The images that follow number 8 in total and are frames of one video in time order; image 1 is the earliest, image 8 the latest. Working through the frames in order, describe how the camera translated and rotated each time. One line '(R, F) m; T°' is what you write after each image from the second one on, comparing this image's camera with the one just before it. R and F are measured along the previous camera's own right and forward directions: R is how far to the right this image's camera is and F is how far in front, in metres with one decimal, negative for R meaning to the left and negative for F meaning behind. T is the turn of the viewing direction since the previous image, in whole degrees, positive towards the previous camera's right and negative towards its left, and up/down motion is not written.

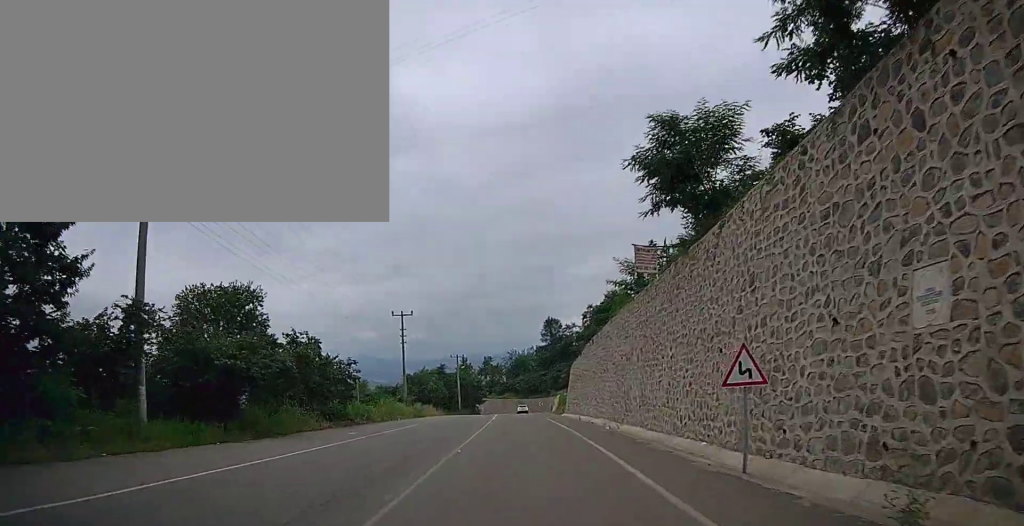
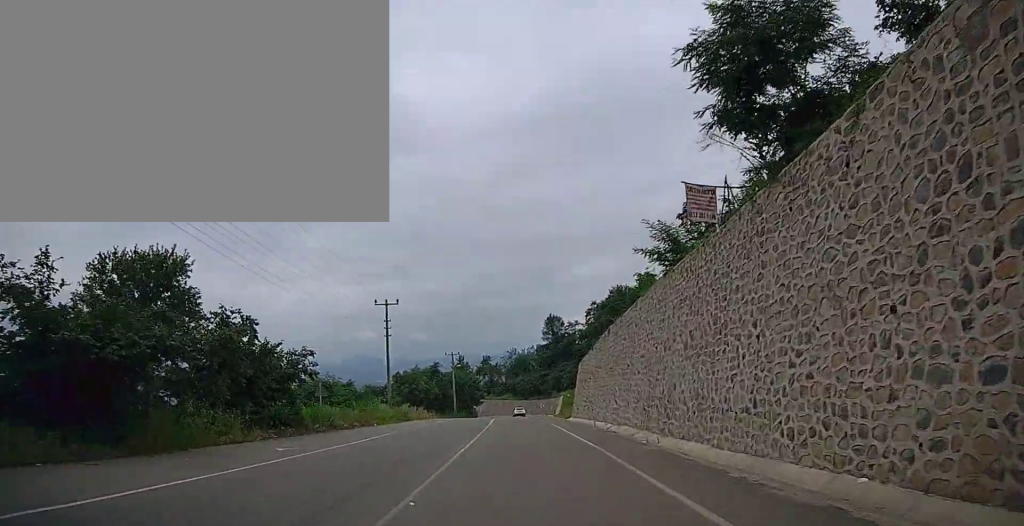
(0.0, +6.9) m; 0°
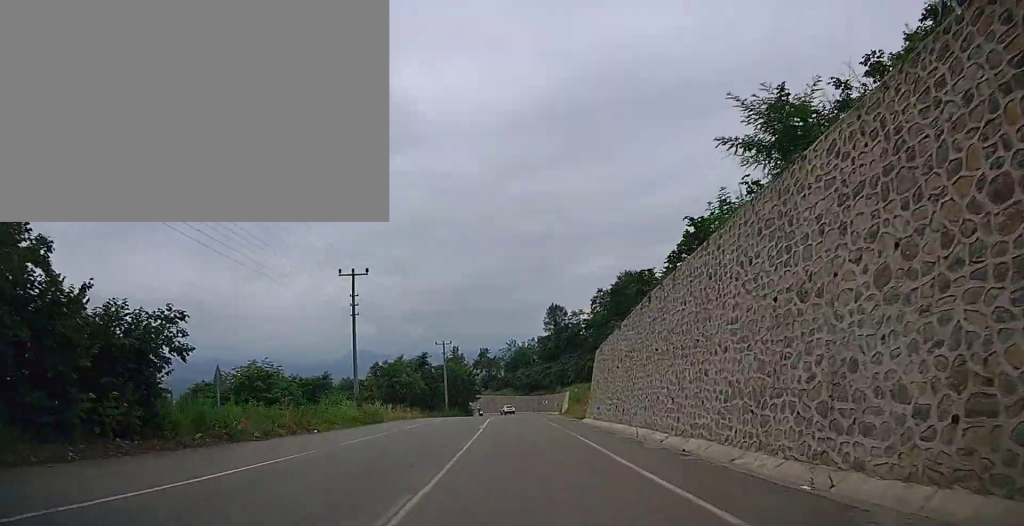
(0.0, +10.2) m; 0°
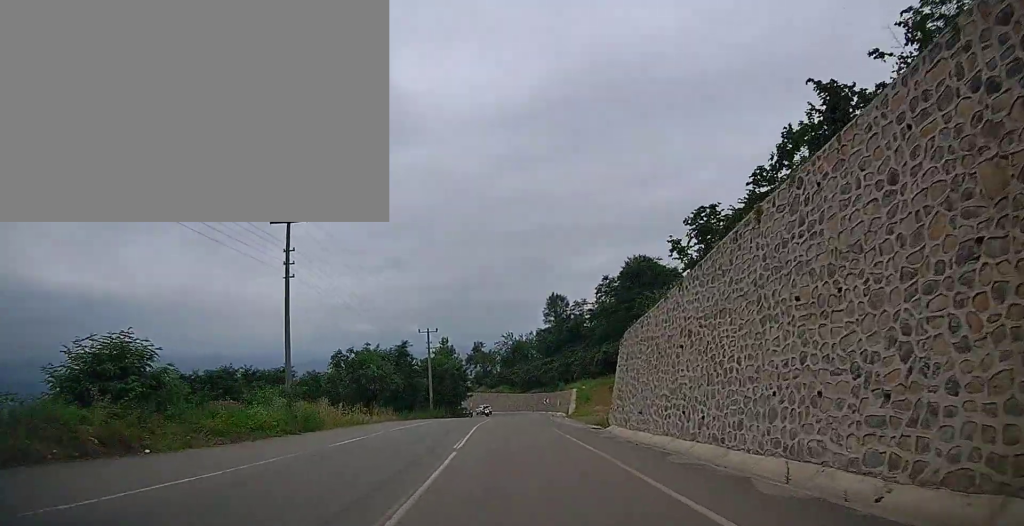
(0.0, +11.3) m; +1°
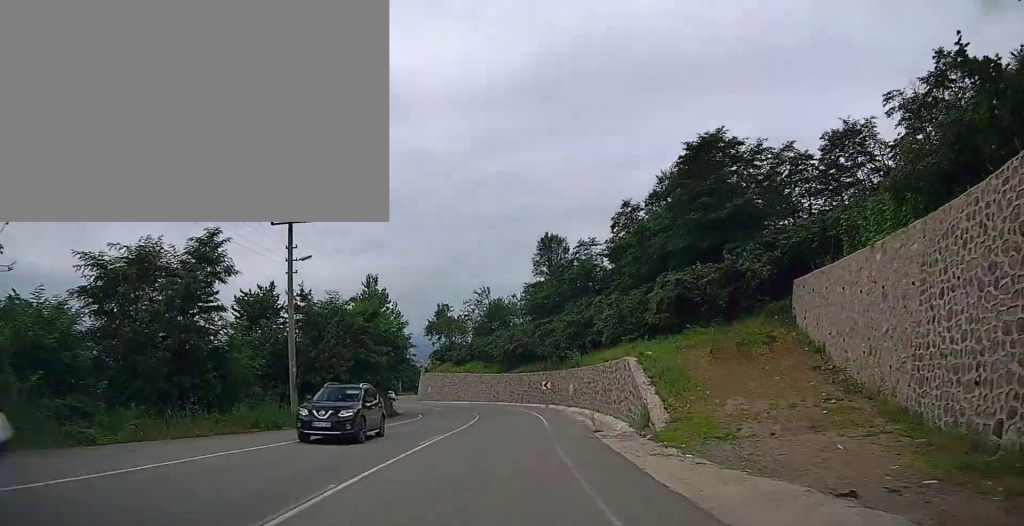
(+0.5, +36.8) m; +1°
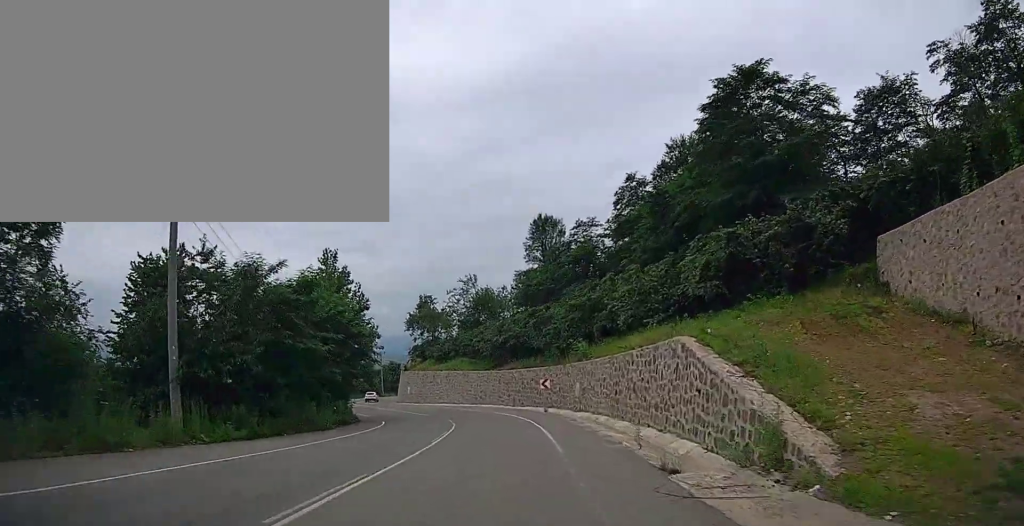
(0.0, +9.9) m; +1°
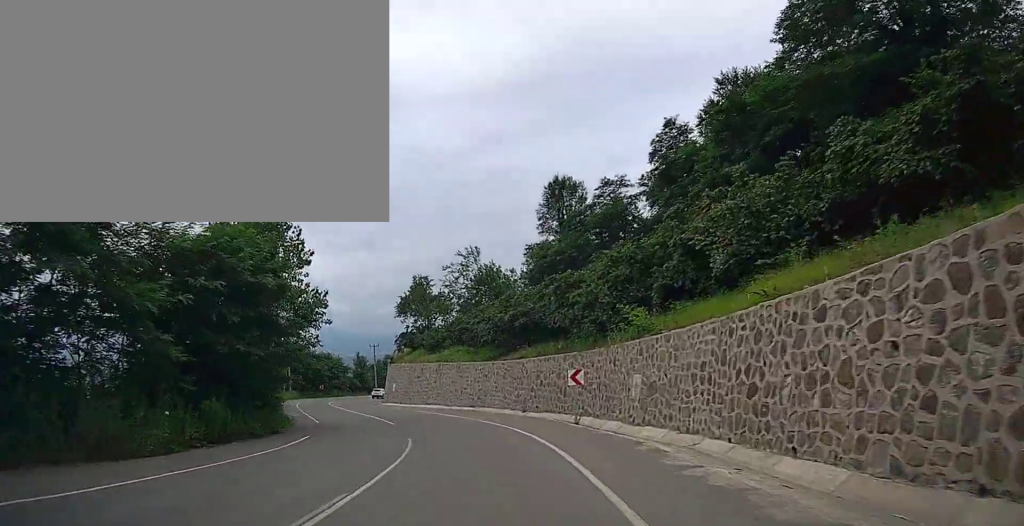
(+0.2, +14.4) m; -1°
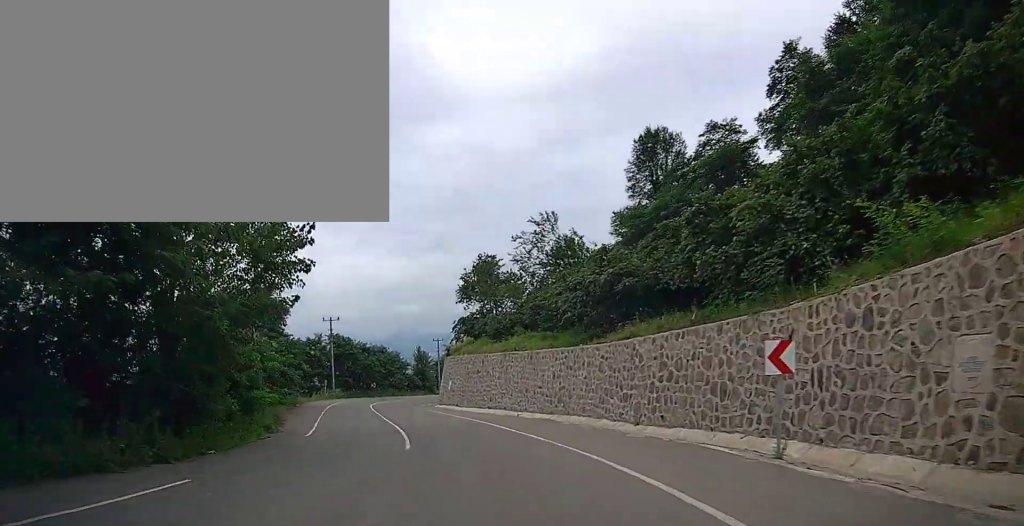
(-0.3, +12.5) m; -5°
